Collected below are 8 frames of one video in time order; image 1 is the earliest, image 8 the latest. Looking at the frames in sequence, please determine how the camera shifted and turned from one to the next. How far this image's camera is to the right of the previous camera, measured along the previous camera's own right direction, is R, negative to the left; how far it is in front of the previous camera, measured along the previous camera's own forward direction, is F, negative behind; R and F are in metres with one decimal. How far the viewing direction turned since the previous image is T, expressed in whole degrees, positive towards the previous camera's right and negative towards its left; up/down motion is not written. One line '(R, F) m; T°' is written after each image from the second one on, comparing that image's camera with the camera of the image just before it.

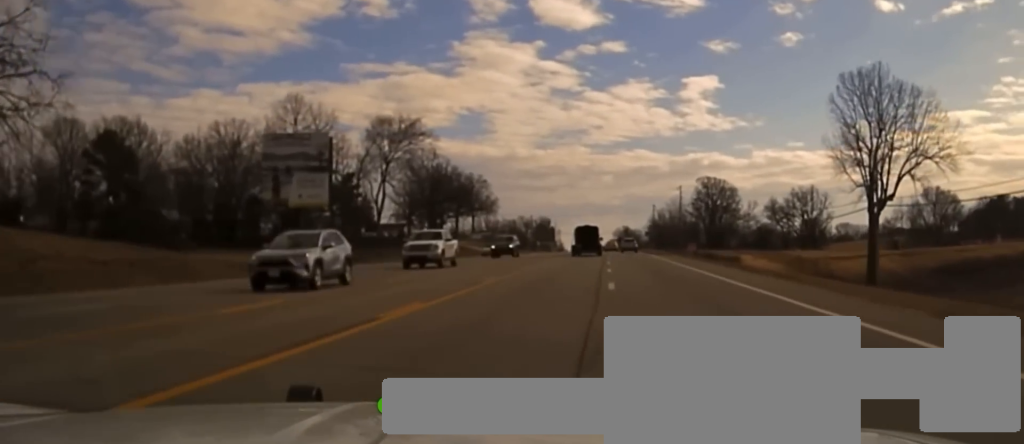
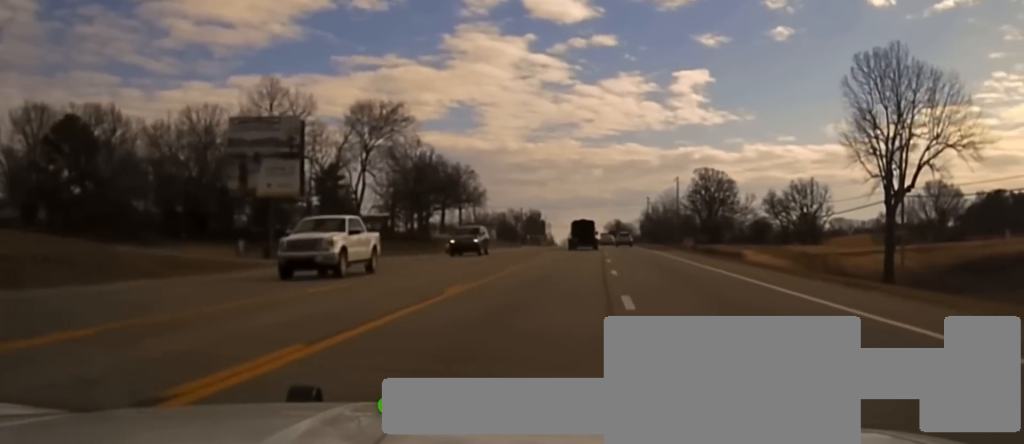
(+0.1, +6.9) m; +1°
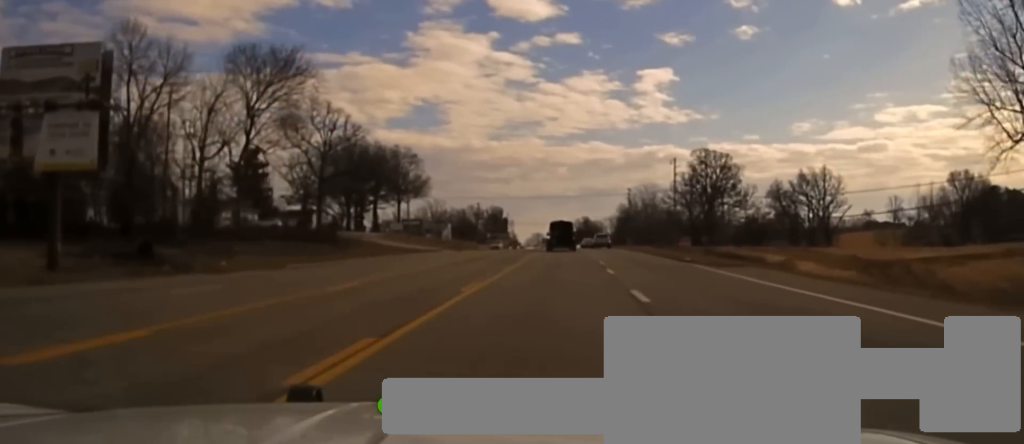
(+1.7, +32.2) m; +5°
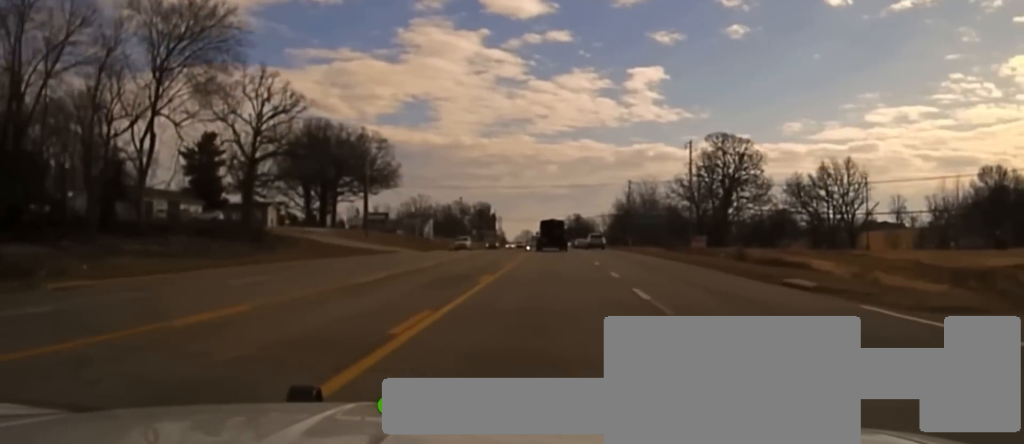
(+0.1, +19.0) m; 0°
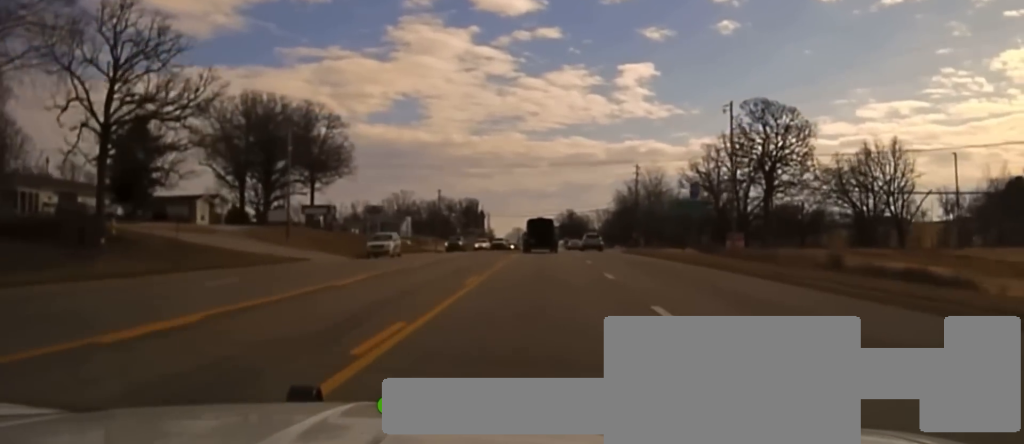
(0.0, +24.2) m; 0°
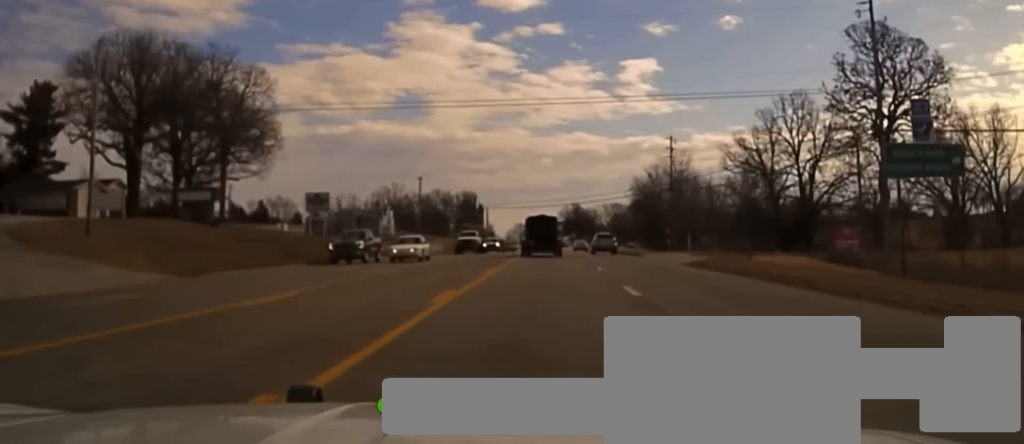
(-0.1, +29.2) m; 0°
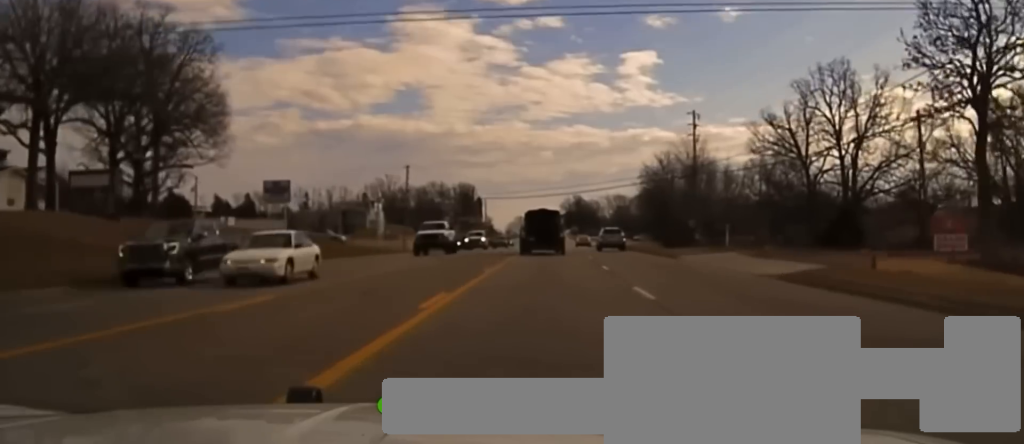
(+0.1, +13.8) m; 0°
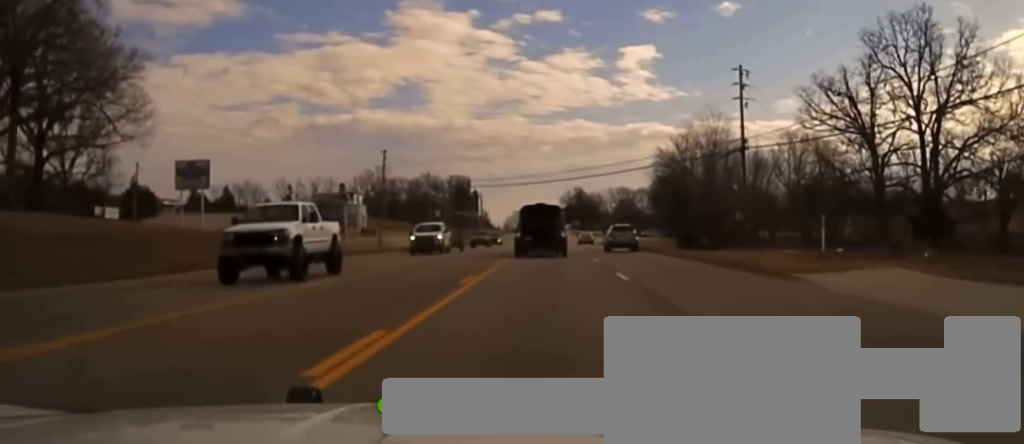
(+0.1, +18.9) m; 0°
